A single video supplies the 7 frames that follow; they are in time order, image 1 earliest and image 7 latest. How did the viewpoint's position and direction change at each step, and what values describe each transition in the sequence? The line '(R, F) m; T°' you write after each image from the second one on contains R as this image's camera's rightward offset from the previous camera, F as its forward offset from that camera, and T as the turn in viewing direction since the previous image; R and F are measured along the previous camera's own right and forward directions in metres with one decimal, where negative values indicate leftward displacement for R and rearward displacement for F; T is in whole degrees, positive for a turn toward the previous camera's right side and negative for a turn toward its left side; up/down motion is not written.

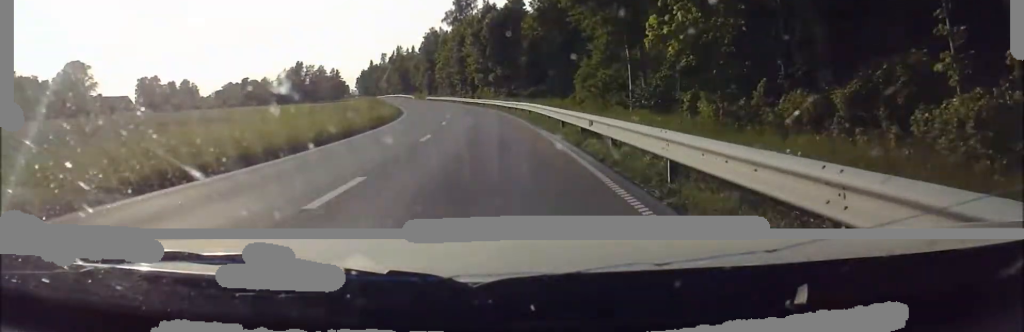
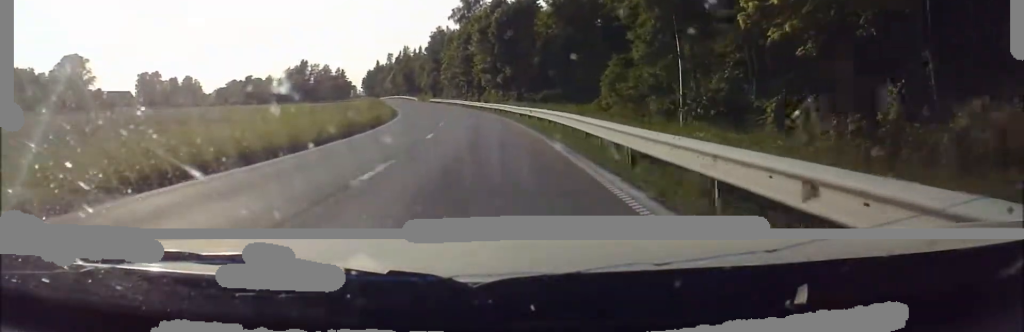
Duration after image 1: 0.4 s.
(0.0, +9.2) m; 0°
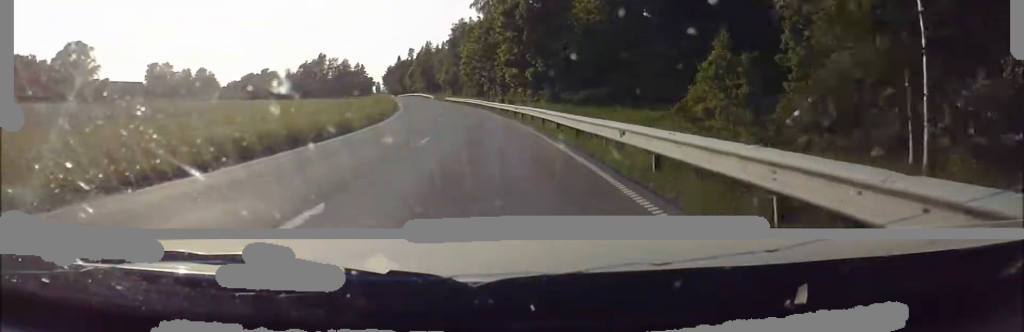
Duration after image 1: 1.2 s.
(0.0, +16.5) m; 0°
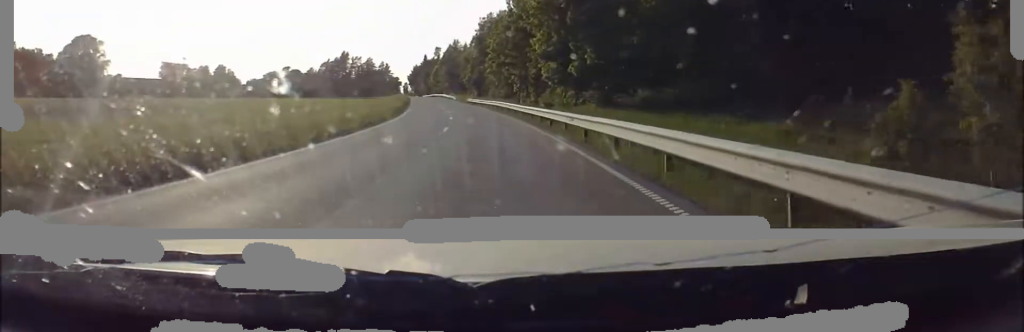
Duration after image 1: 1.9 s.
(+0.1, +15.3) m; 0°
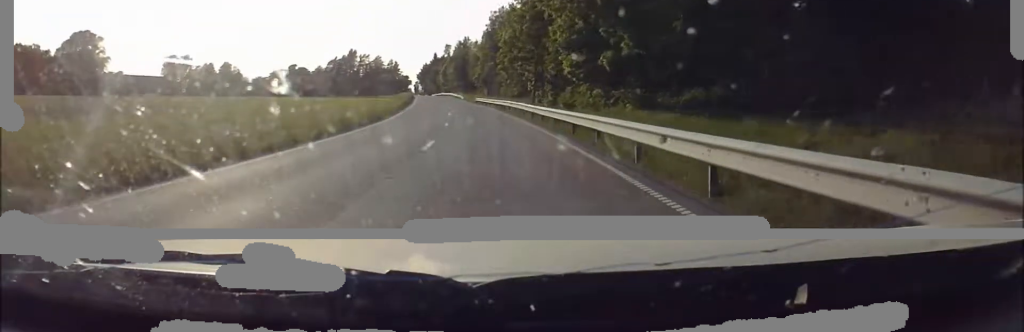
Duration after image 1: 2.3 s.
(+0.1, +9.5) m; 0°
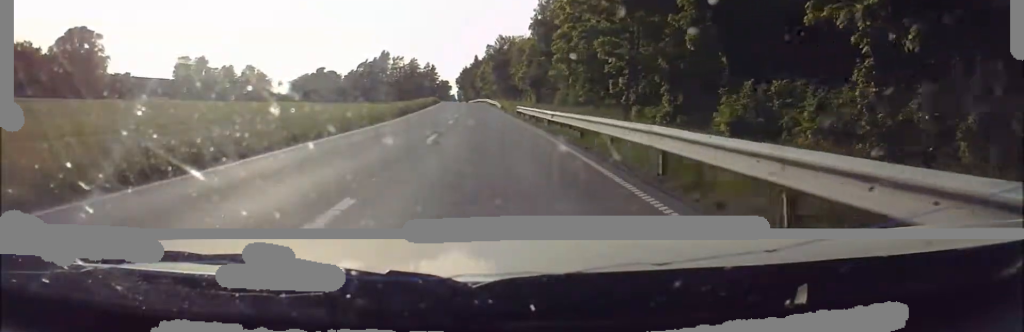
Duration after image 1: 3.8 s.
(-0.8, +33.3) m; -4°
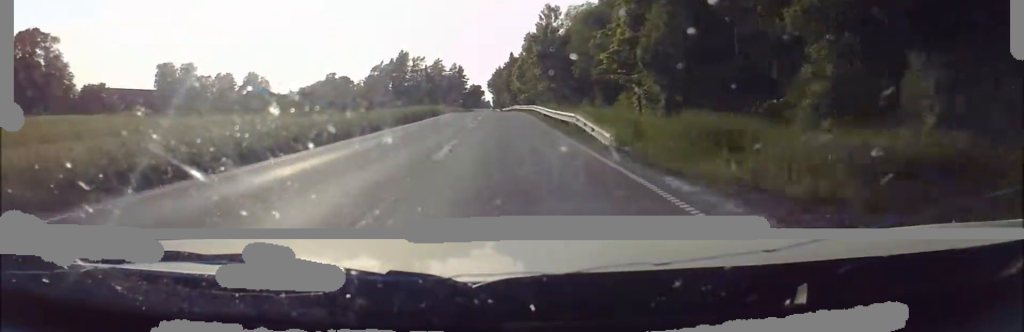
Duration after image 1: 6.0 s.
(-3.5, +50.0) m; -7°
